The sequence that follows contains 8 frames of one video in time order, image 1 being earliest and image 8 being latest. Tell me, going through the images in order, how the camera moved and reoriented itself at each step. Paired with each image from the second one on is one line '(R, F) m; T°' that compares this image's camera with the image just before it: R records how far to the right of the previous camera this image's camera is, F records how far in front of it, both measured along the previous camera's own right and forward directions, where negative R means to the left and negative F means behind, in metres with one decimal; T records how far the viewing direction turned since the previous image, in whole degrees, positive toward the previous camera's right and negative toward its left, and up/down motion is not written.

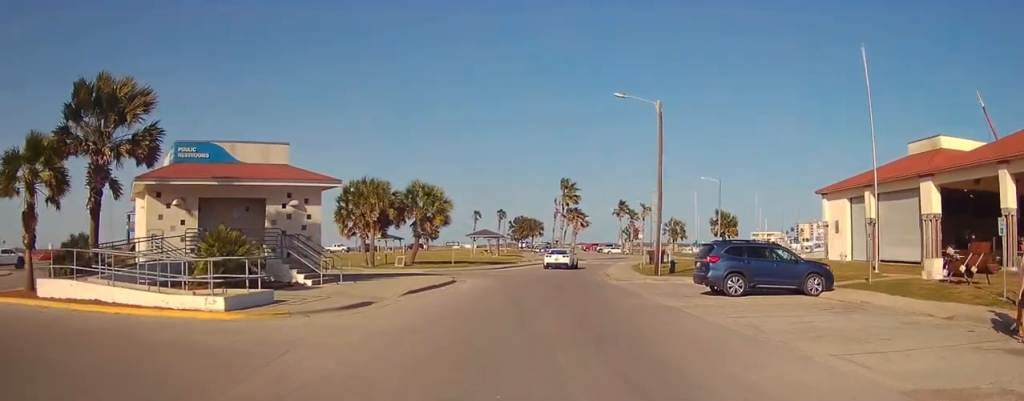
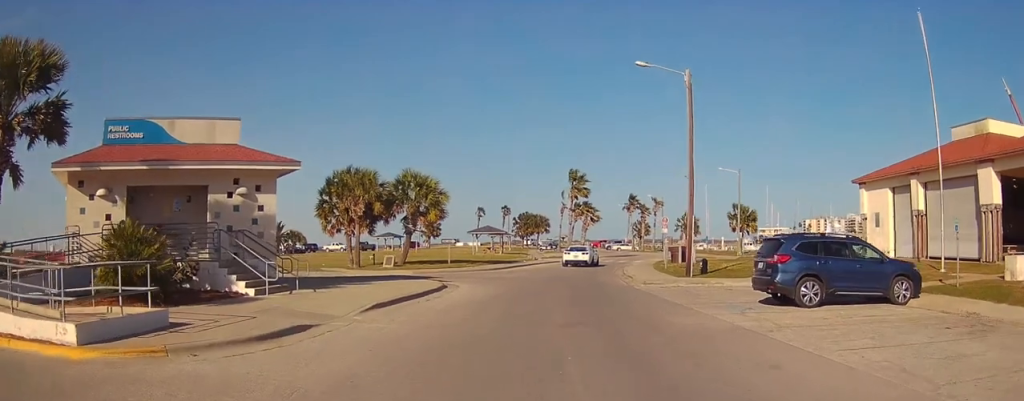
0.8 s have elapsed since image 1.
(+0.1, +5.9) m; +1°
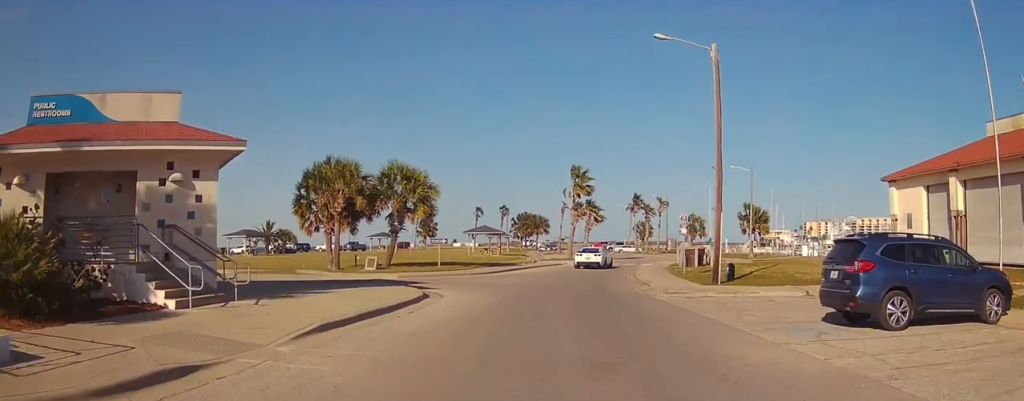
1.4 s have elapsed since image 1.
(0.0, +4.6) m; 0°
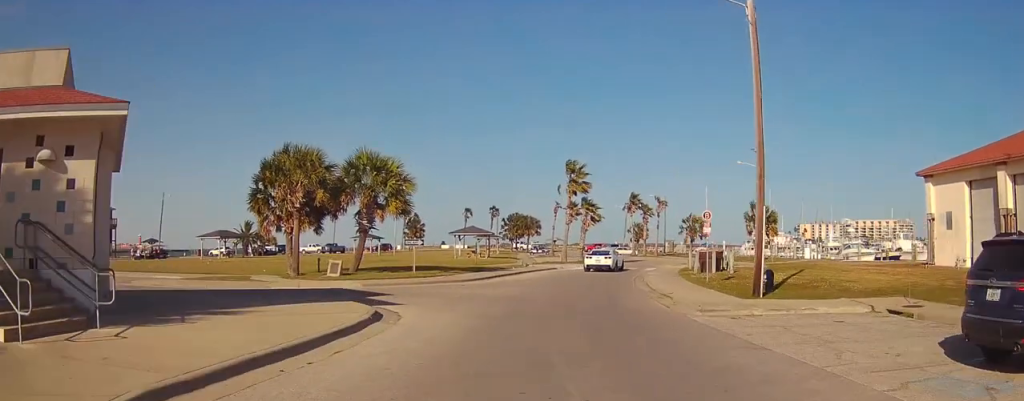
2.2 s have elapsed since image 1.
(0.0, +5.6) m; 0°
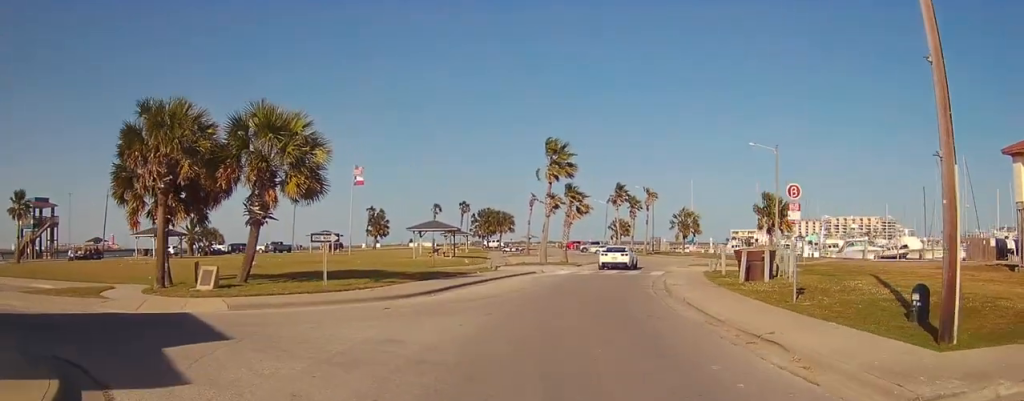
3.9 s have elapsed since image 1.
(0.0, +11.0) m; 0°
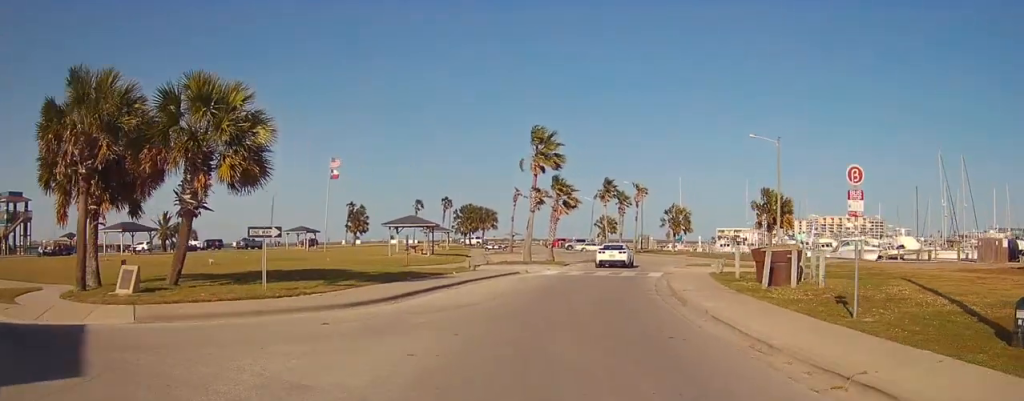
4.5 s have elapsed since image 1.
(0.0, +3.9) m; 0°
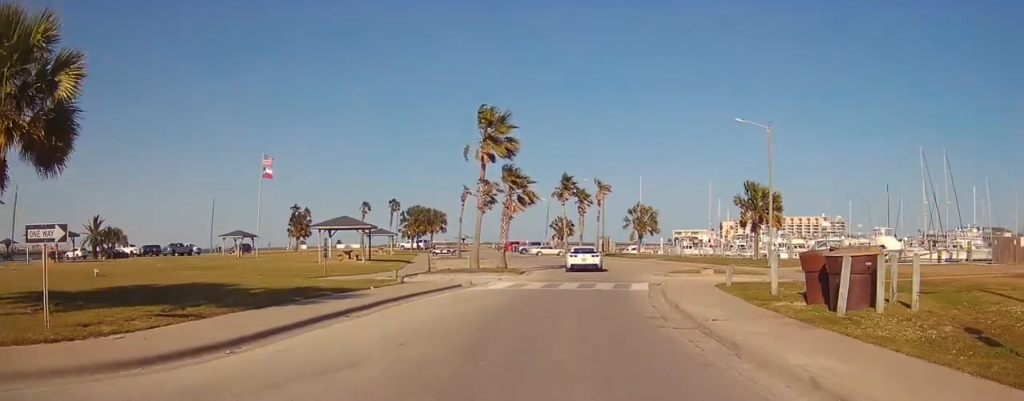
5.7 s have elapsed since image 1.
(0.0, +7.5) m; 0°
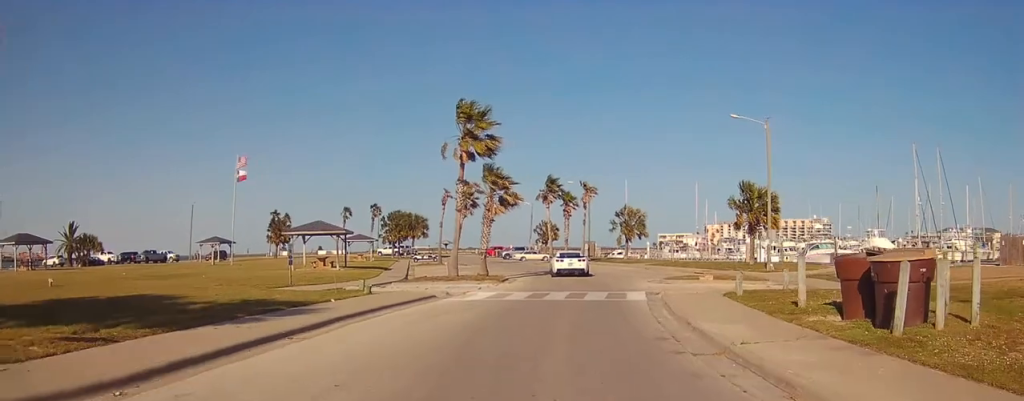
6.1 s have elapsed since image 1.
(0.0, +2.6) m; -2°
